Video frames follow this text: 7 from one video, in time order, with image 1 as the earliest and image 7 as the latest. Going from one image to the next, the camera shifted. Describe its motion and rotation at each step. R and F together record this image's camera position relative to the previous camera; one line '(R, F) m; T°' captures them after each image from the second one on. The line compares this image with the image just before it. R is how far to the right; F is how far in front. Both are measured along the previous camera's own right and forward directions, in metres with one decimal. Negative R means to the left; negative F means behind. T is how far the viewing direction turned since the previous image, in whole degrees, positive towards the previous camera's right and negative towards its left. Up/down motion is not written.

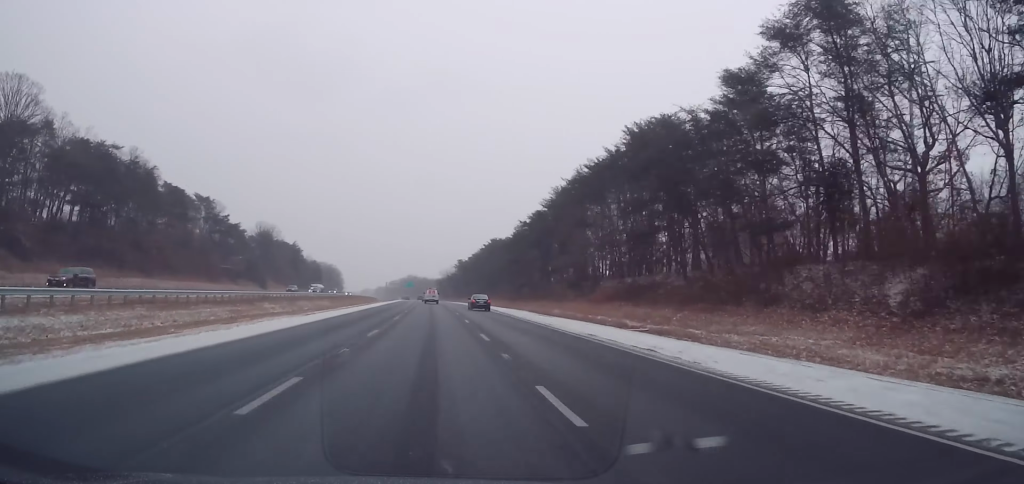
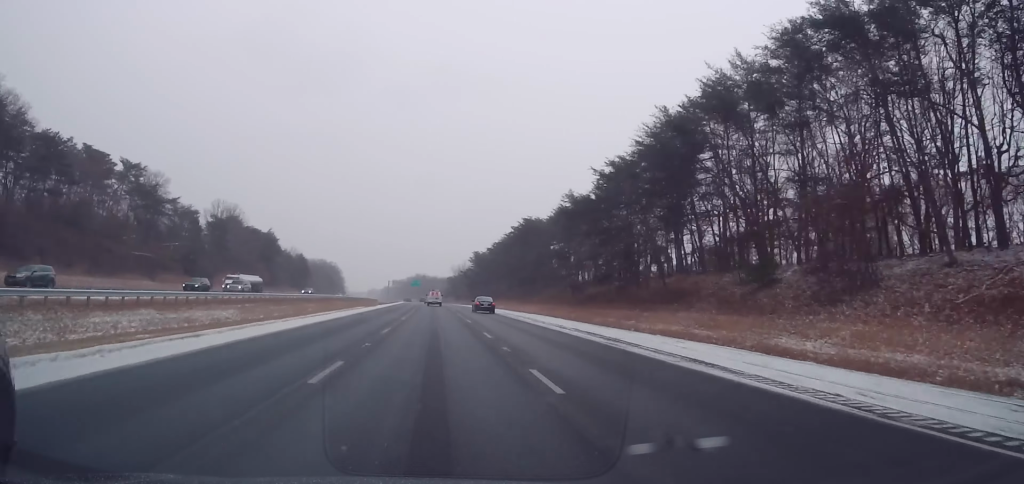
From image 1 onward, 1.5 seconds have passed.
(-0.8, +47.4) m; -1°
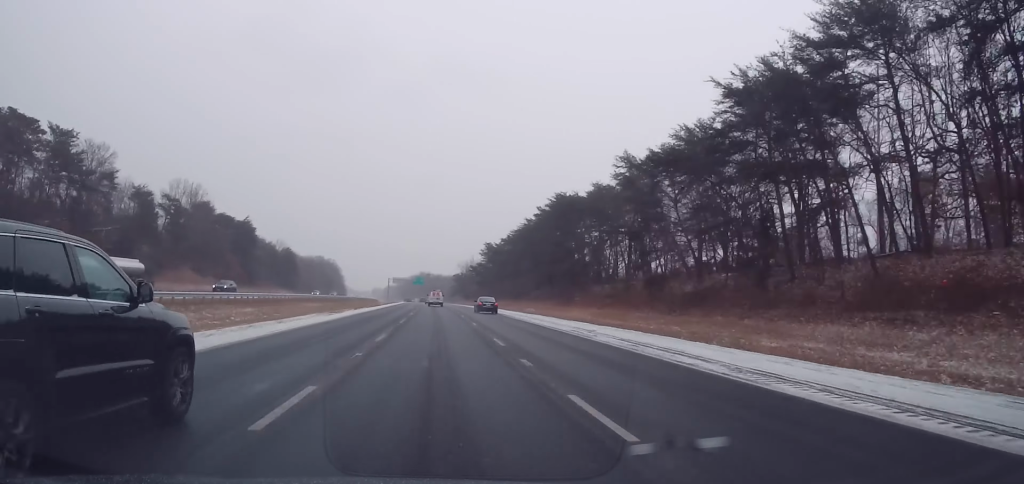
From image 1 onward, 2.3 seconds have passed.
(-0.1, +27.4) m; 0°
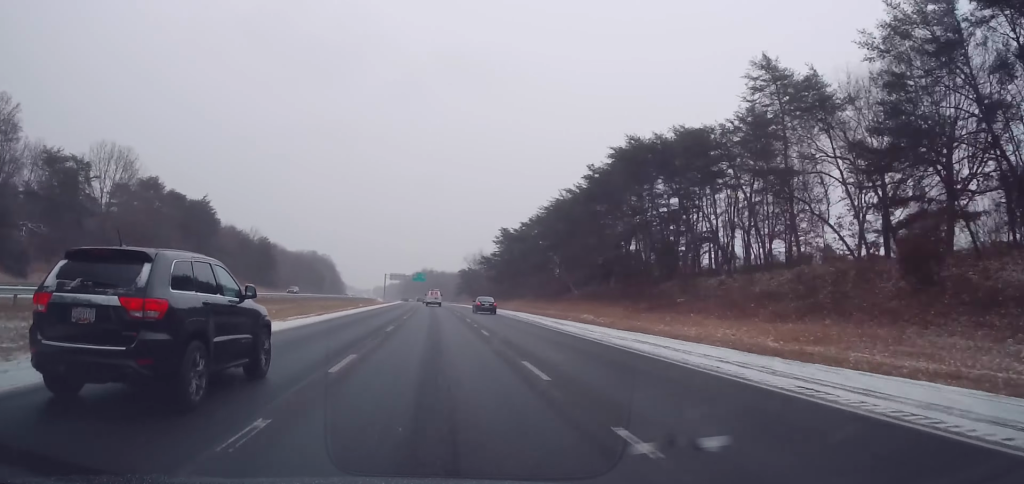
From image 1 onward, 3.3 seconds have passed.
(0.0, +31.9) m; 0°
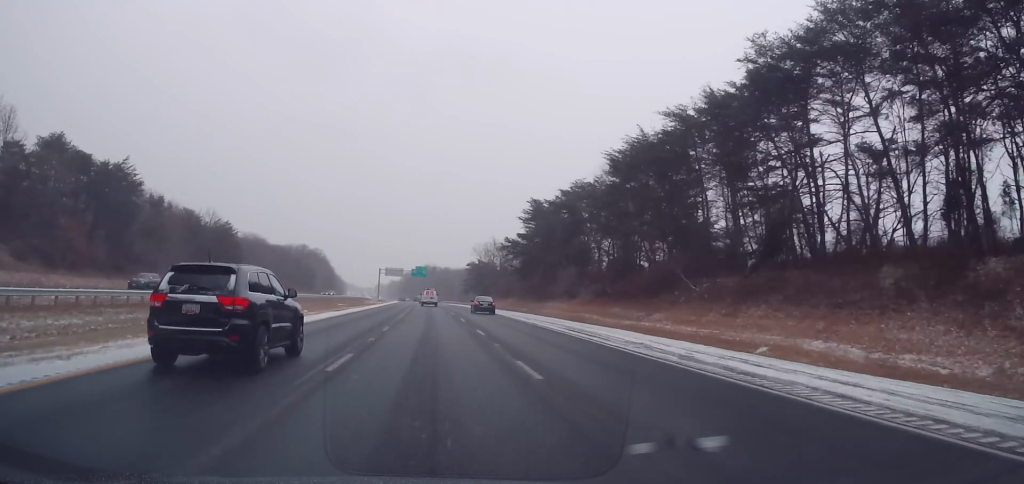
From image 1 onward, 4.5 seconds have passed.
(0.0, +36.8) m; 0°
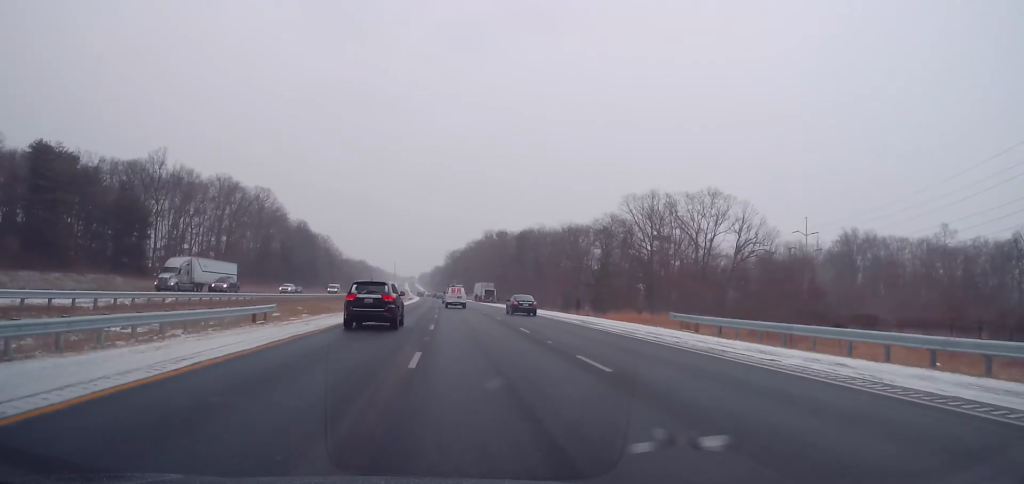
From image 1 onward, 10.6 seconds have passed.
(-7.5, +192.7) m; -4°
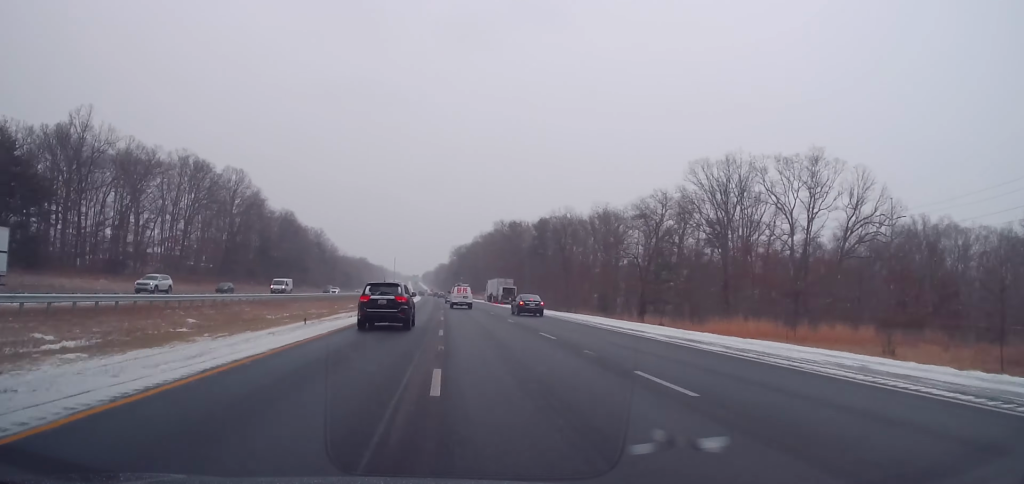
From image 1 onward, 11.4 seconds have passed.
(-0.4, +27.6) m; 0°
